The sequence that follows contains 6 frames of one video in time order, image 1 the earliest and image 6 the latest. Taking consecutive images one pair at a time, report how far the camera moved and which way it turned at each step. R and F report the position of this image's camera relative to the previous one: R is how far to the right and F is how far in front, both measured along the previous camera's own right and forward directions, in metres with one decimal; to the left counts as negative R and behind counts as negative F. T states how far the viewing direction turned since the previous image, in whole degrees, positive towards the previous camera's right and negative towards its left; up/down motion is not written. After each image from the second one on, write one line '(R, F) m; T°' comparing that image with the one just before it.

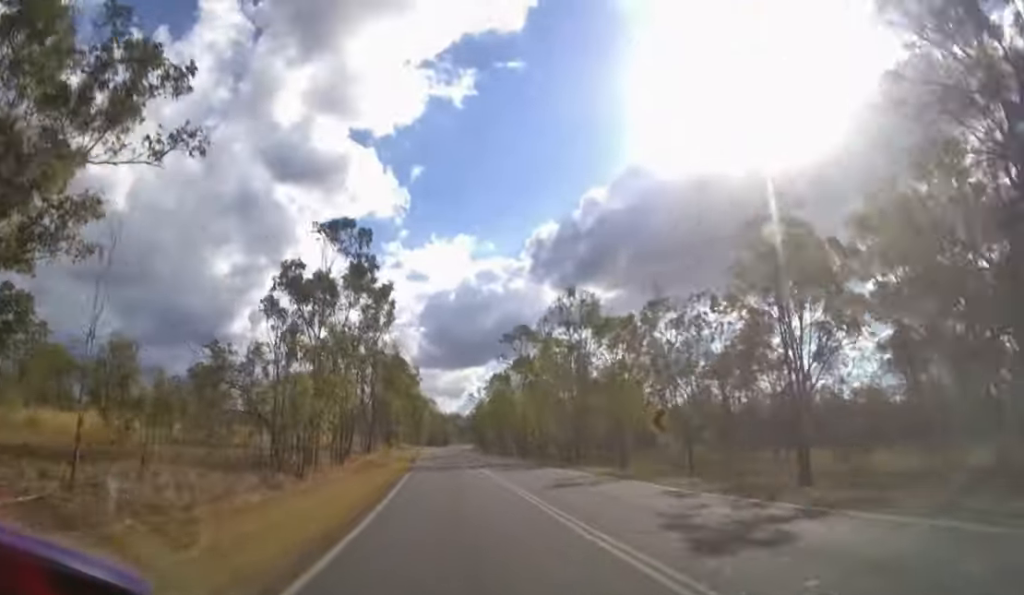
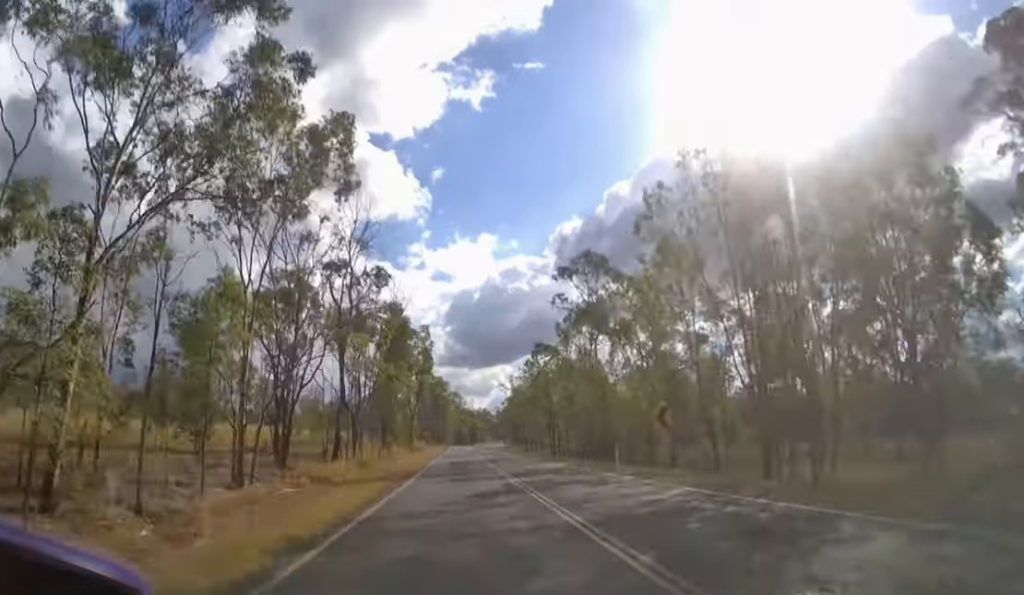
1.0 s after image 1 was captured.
(-0.6, +20.8) m; -3°
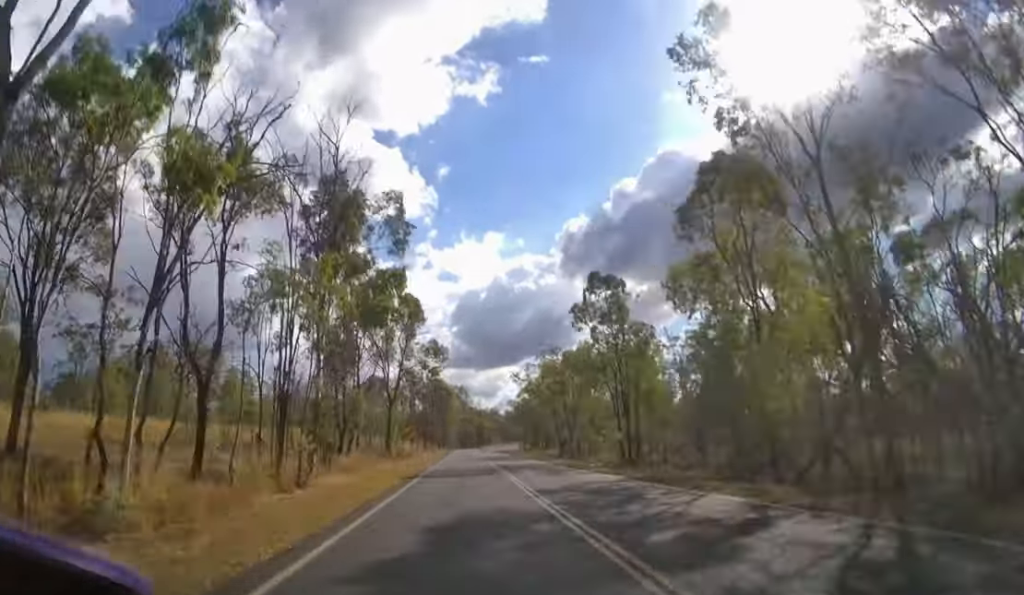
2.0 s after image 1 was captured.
(-0.5, +23.2) m; -2°
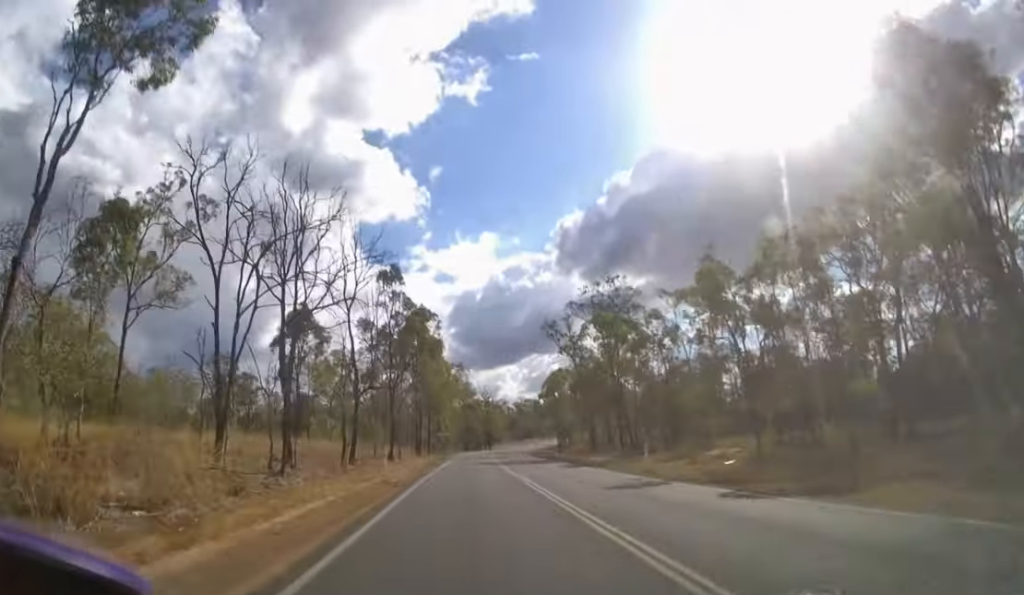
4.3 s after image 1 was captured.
(-1.1, +57.3) m; -1°
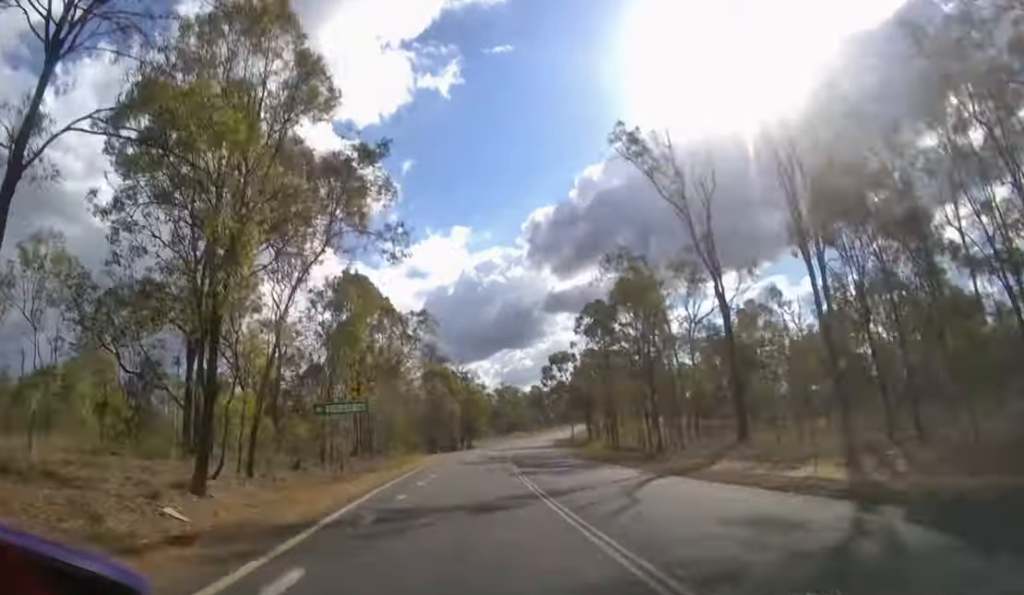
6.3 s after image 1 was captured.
(+0.8, +56.3) m; +3°
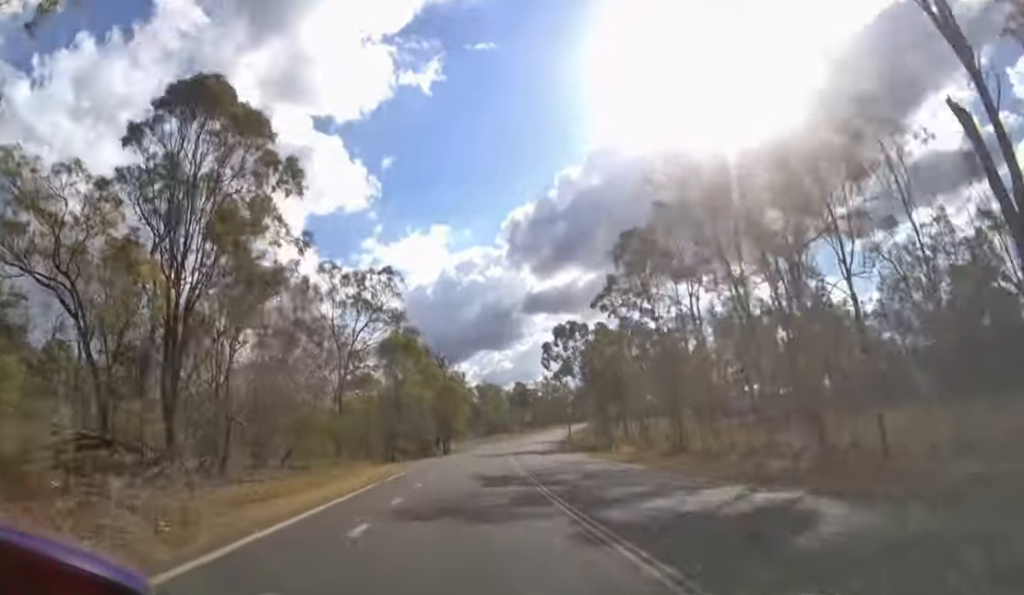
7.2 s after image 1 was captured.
(+0.5, +20.8) m; +2°
